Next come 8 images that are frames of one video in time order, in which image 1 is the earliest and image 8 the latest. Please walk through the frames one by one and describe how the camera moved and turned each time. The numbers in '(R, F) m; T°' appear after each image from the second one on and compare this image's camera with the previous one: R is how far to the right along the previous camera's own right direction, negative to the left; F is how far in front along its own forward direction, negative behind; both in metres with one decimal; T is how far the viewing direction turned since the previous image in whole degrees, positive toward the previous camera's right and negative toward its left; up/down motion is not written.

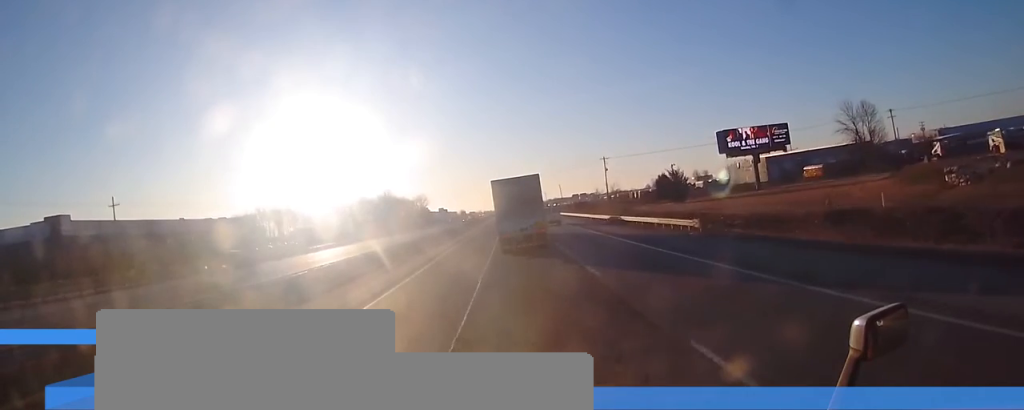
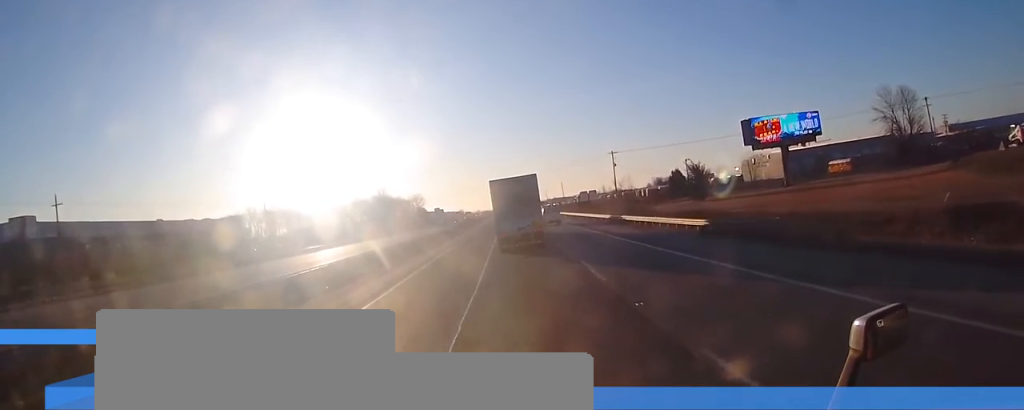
(-0.1, +12.9) m; -1°
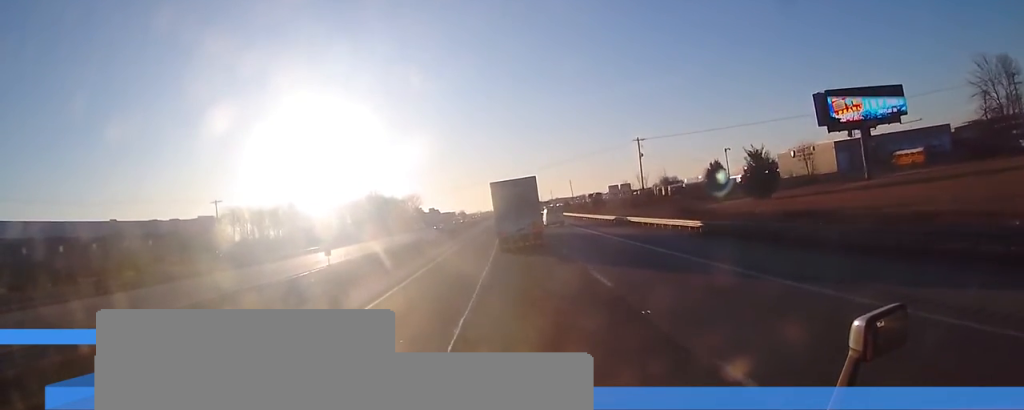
(-0.3, +24.4) m; -1°
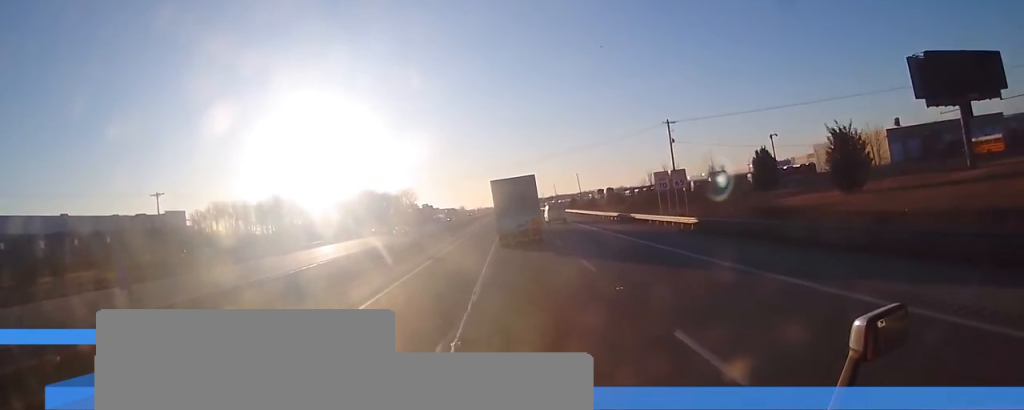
(-0.2, +21.3) m; 0°
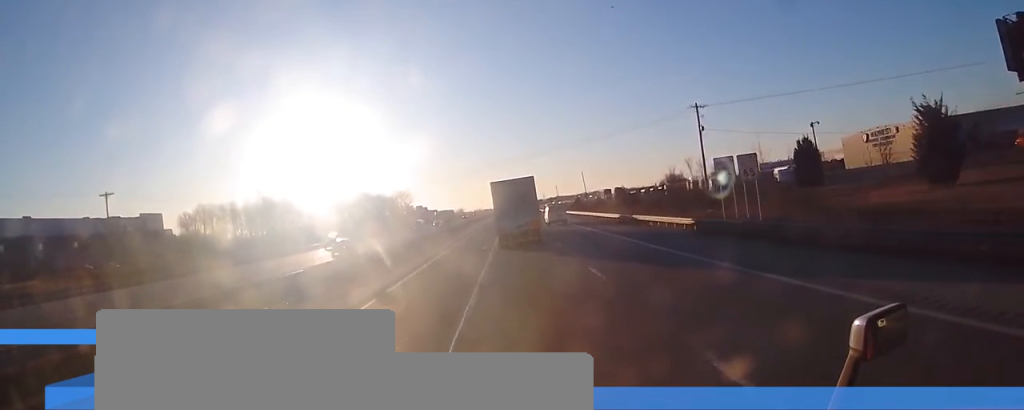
(+0.1, +13.9) m; 0°
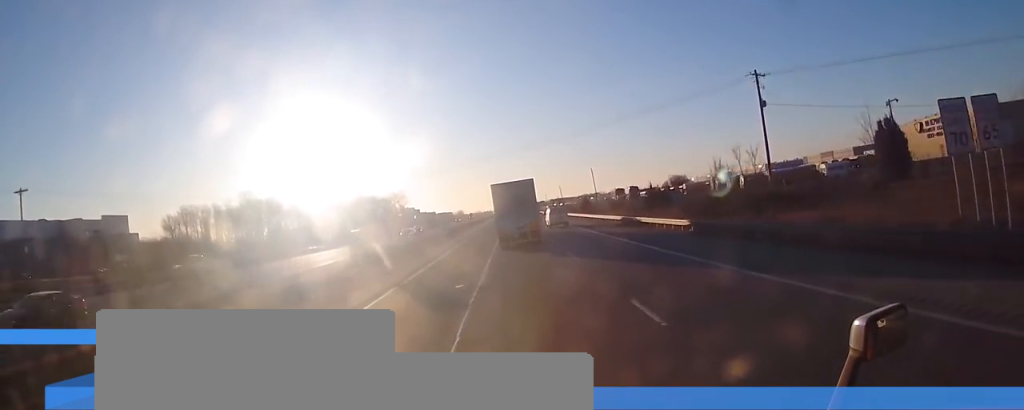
(+0.1, +18.5) m; 0°
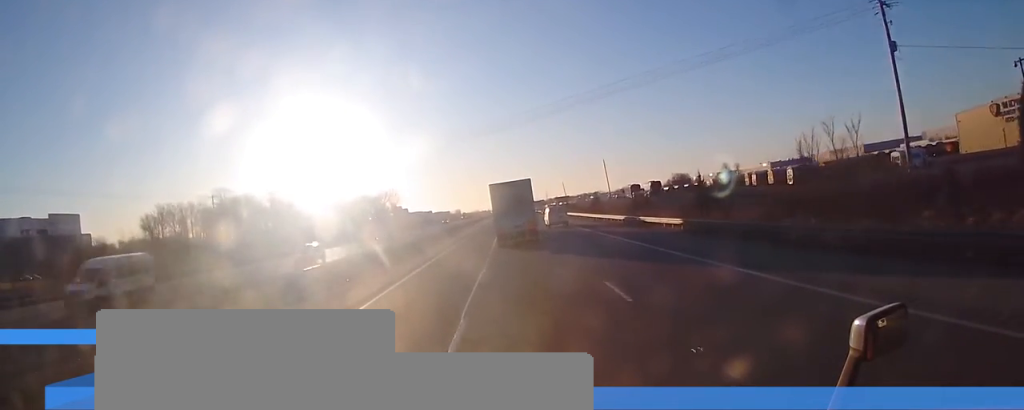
(-0.2, +21.7) m; 0°
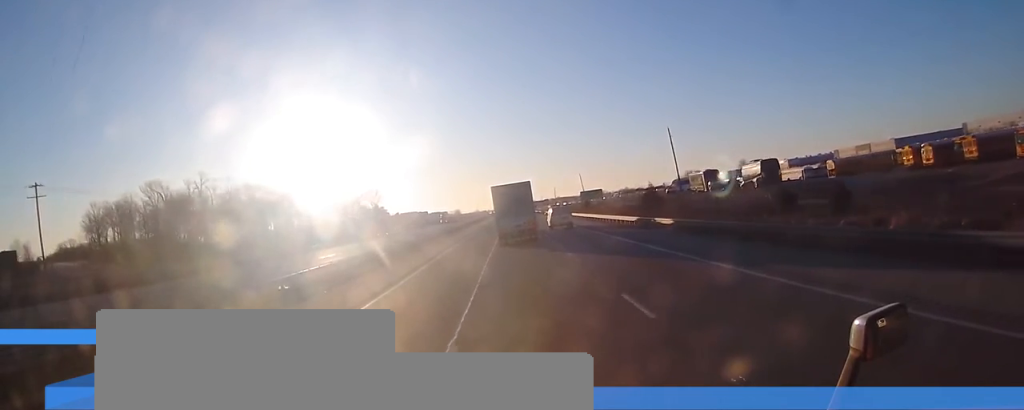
(+0.5, +49.8) m; +1°
